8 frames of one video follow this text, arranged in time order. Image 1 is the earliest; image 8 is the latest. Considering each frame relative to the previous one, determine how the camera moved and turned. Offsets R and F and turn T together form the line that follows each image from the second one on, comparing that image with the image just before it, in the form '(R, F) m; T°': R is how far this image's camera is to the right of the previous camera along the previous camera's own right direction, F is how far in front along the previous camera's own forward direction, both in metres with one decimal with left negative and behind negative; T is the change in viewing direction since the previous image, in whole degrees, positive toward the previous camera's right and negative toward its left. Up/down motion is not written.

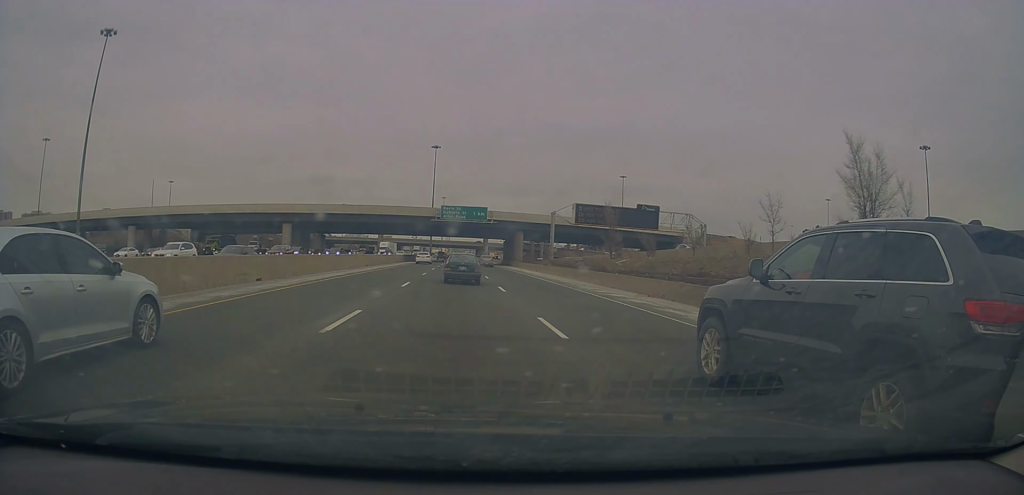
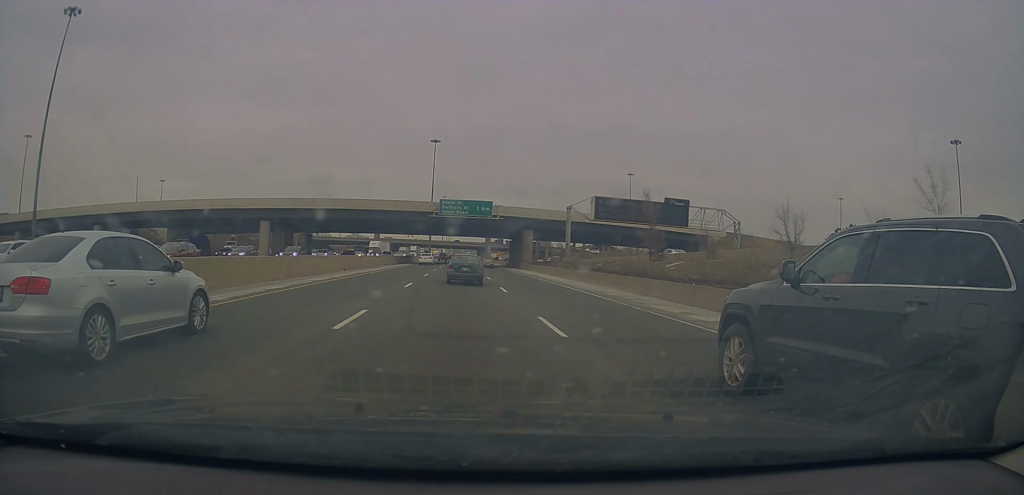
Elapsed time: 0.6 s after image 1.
(+0.1, +11.2) m; -1°
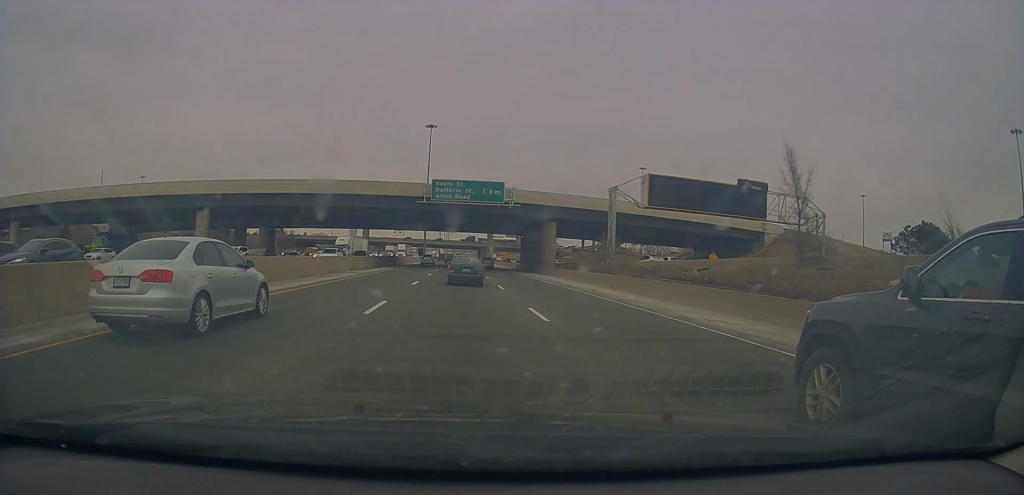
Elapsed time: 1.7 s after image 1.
(-0.4, +19.3) m; 0°
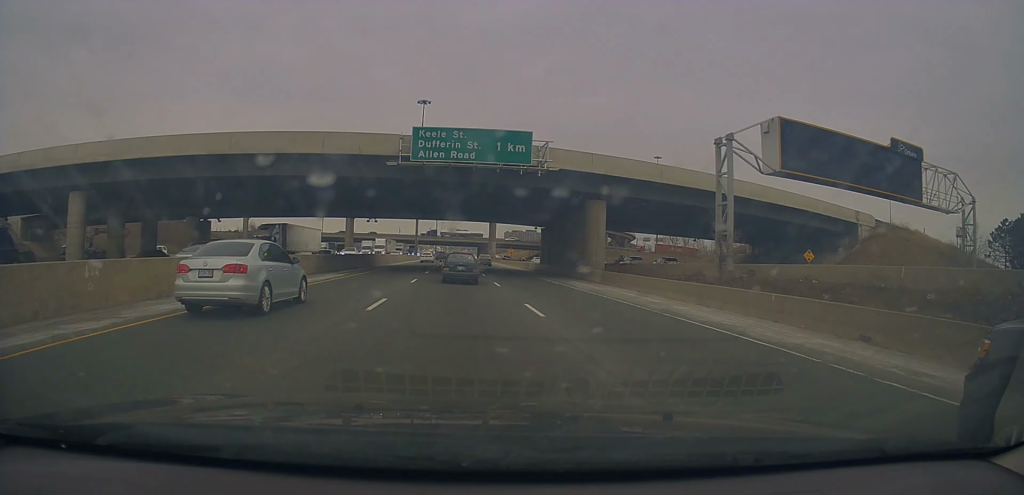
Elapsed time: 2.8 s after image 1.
(+0.4, +21.6) m; 0°
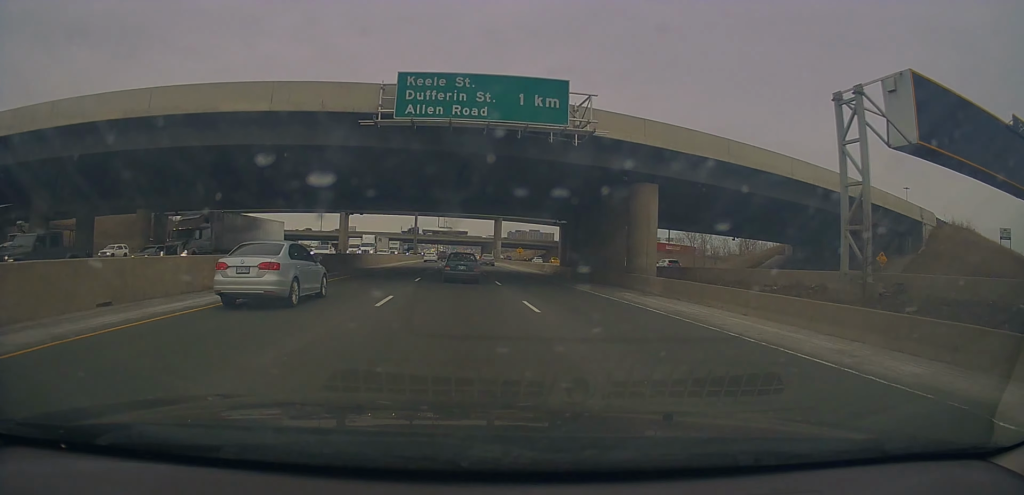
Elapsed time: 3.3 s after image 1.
(-0.3, +10.2) m; 0°
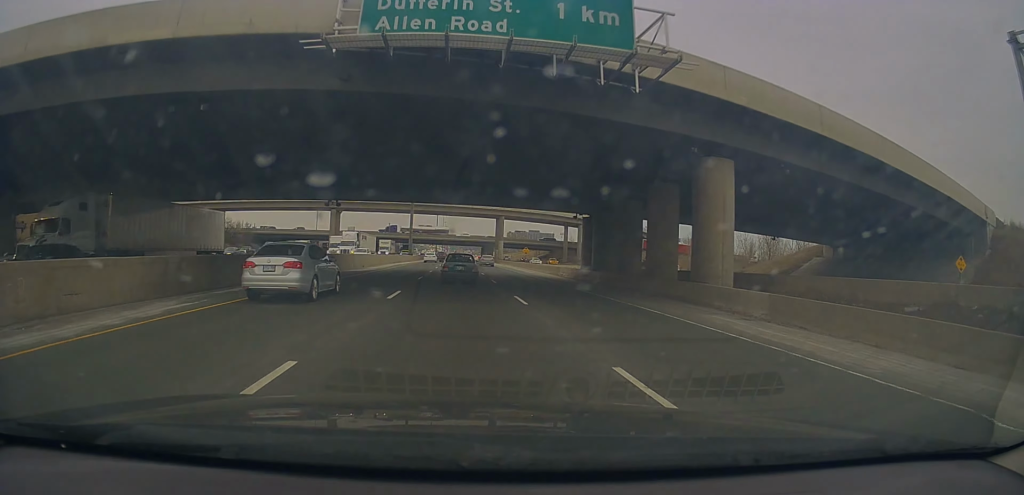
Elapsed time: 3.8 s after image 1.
(0.0, +9.1) m; 0°
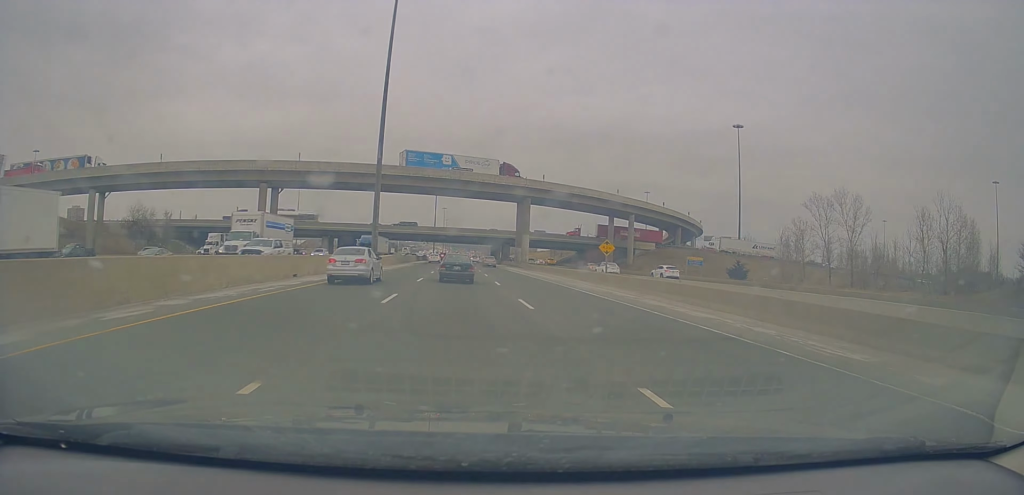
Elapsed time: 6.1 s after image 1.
(+0.5, +49.2) m; 0°
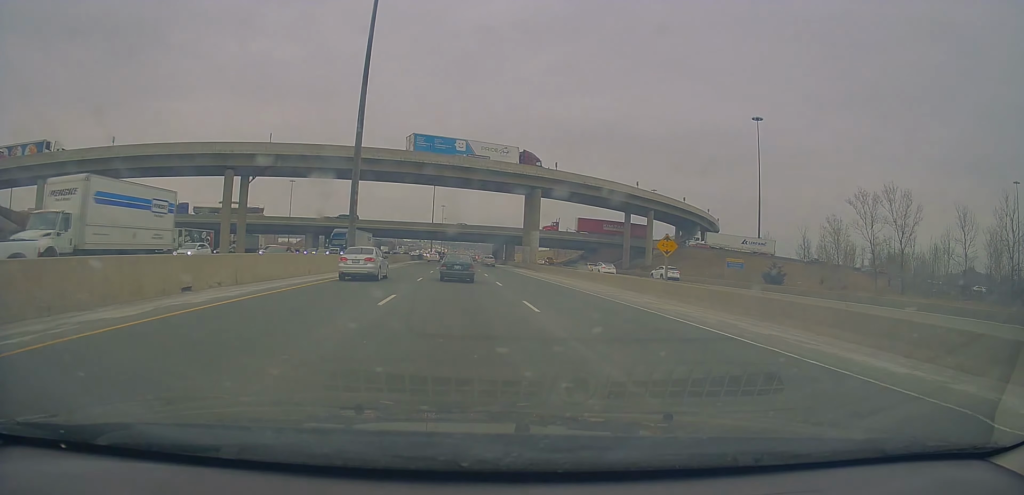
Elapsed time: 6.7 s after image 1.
(-0.1, +12.8) m; 0°
